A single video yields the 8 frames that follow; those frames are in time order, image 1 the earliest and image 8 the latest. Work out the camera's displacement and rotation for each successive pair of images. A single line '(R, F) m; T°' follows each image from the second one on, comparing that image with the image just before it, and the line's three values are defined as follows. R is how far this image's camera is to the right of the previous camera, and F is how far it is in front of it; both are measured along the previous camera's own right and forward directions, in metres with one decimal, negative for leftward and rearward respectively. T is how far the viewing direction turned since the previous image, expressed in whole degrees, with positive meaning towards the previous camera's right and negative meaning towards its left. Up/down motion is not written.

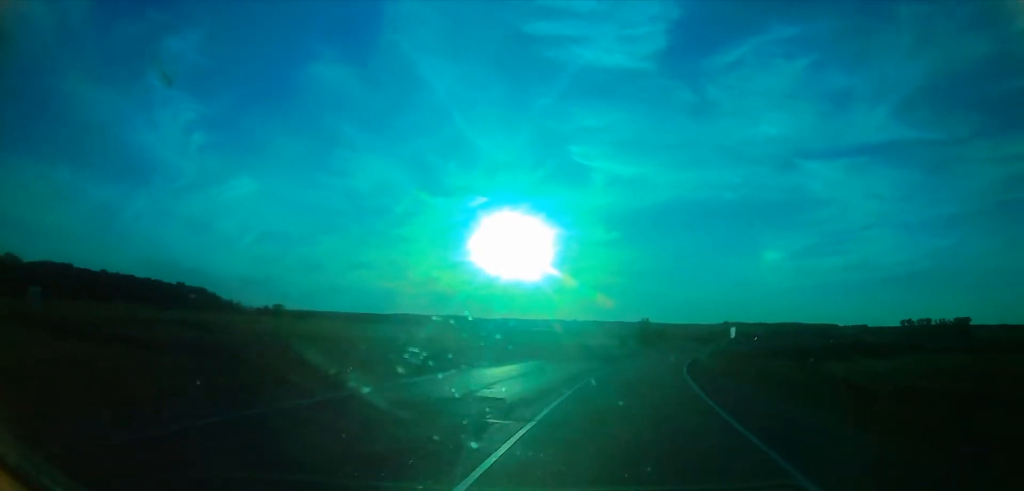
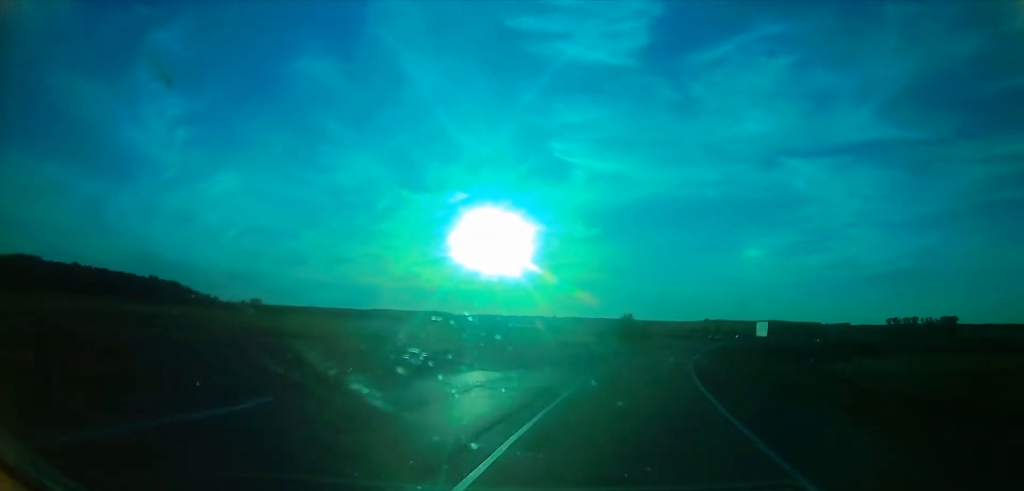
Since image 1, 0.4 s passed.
(0.0, +10.4) m; +1°
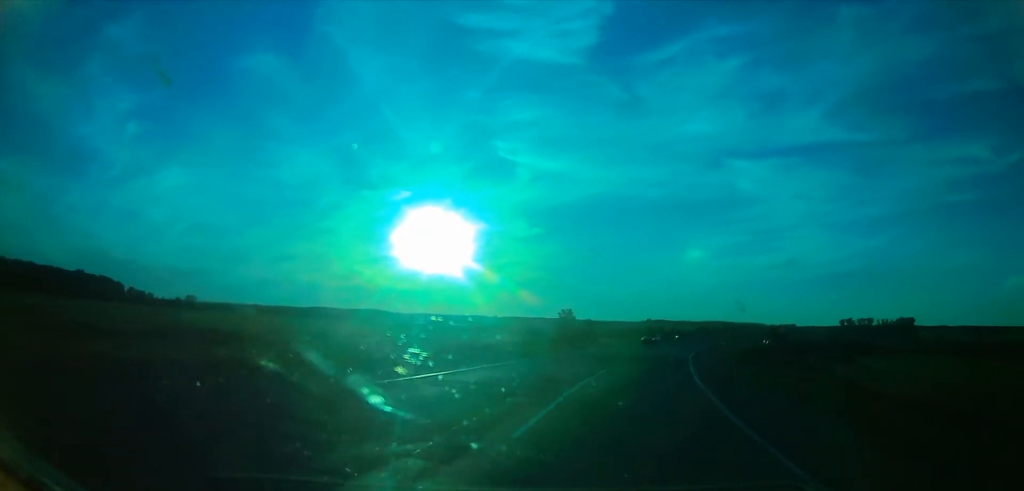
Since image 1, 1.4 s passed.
(+0.8, +22.7) m; +5°
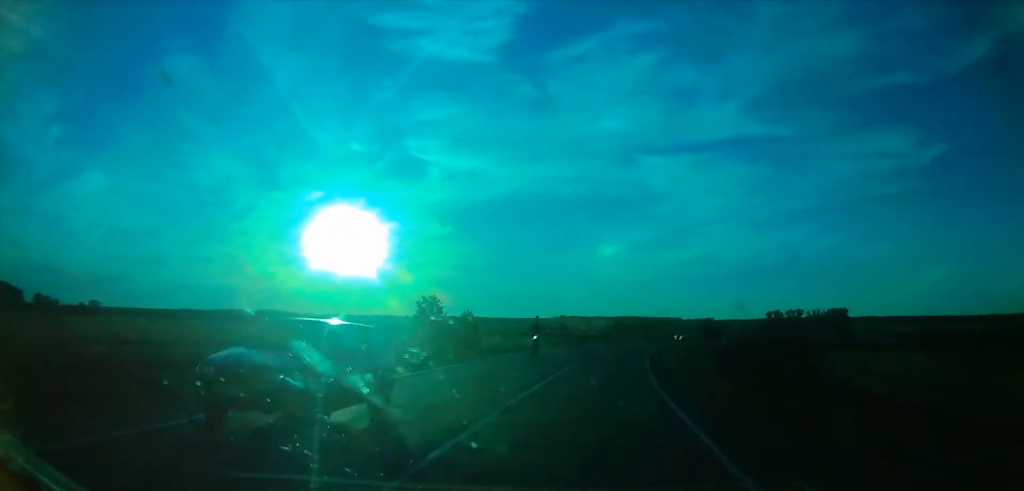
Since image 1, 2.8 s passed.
(+3.3, +34.7) m; +9°
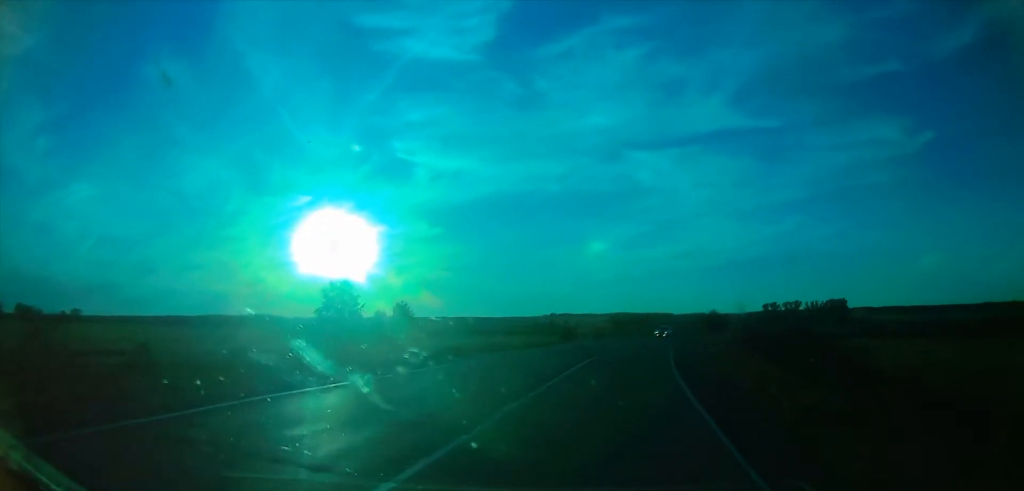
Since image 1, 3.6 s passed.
(+0.8, +20.9) m; +2°
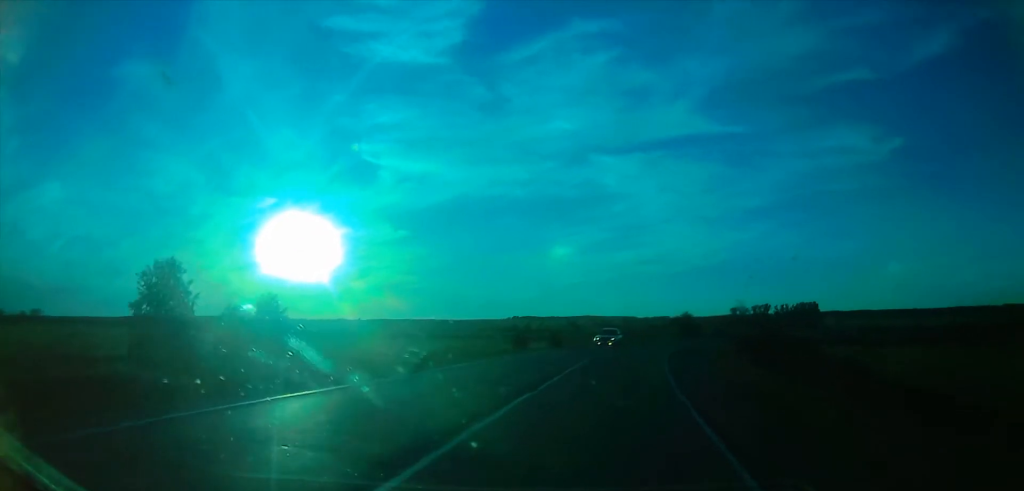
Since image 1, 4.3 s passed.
(-0.7, +16.8) m; +1°
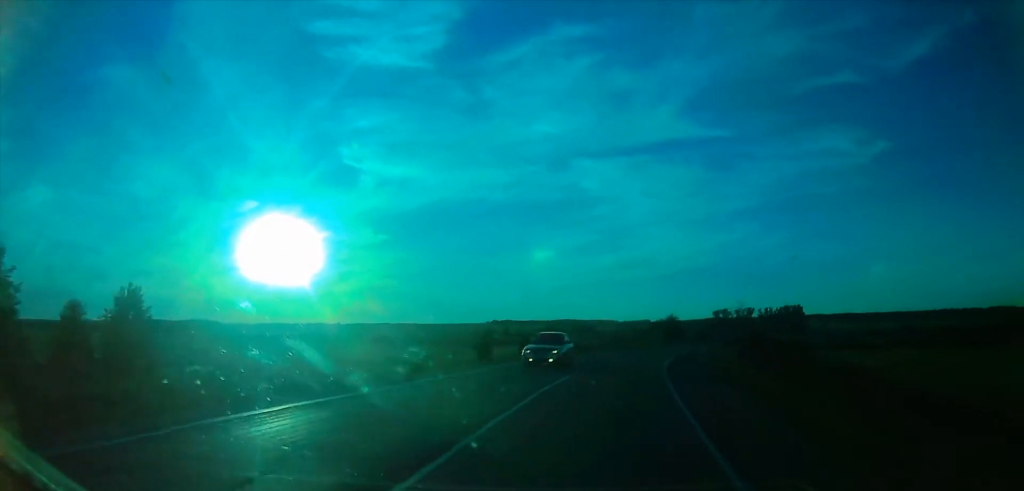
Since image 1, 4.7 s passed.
(+0.7, +11.1) m; +3°
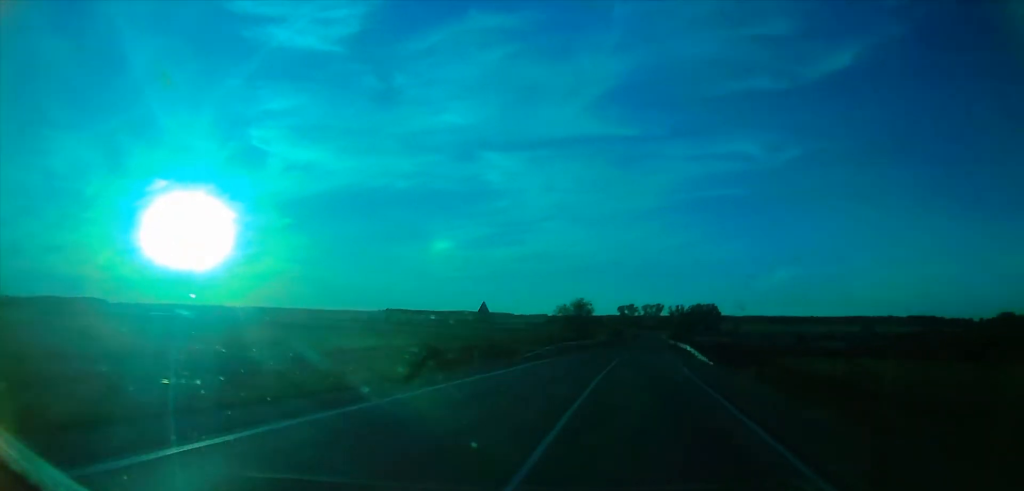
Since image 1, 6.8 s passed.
(+5.1, +53.1) m; +7°
